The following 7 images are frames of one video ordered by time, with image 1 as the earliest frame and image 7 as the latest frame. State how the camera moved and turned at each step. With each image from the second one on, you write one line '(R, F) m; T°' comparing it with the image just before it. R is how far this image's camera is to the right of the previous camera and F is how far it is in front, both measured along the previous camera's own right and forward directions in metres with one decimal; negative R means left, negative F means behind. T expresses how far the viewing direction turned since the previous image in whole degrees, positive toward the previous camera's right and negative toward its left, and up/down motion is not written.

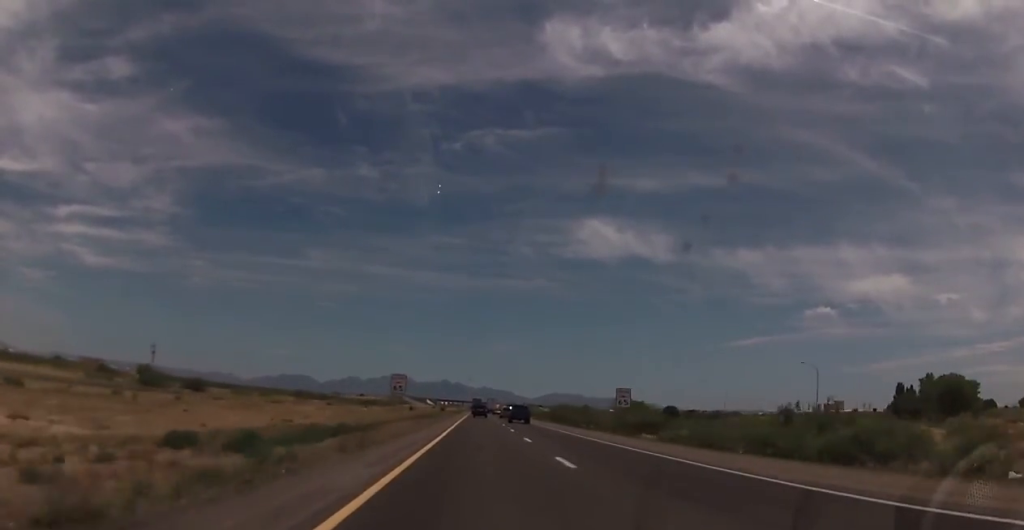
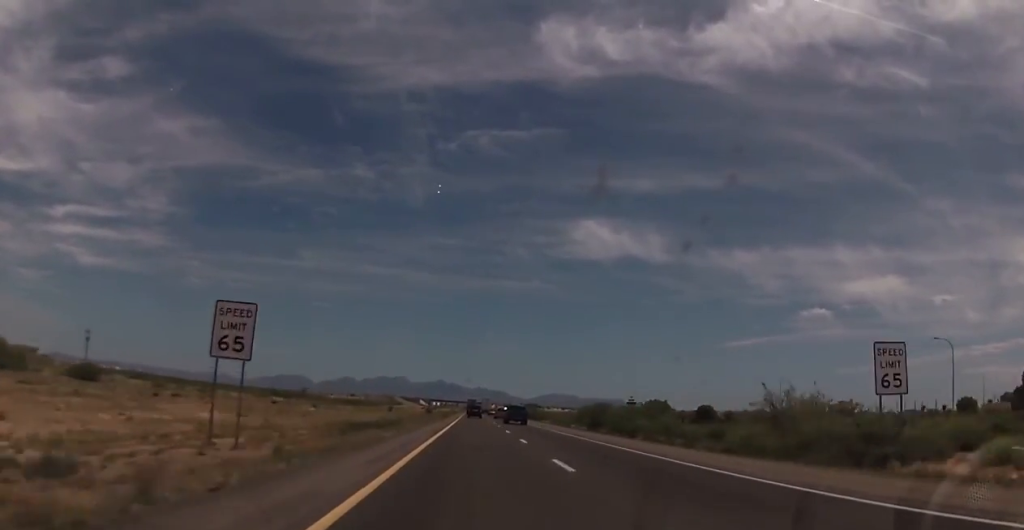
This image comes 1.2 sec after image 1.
(+0.1, +37.3) m; -1°
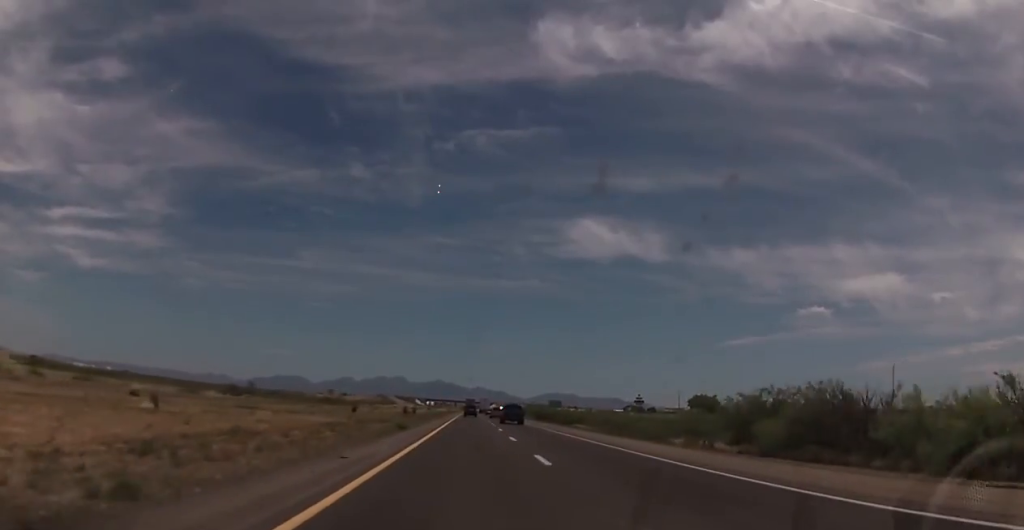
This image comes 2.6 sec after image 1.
(-0.3, +46.9) m; 0°
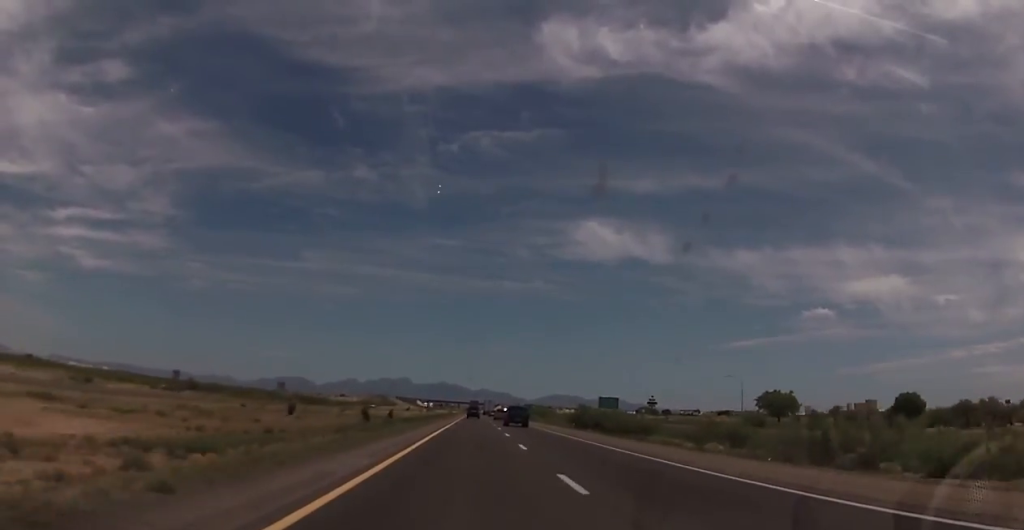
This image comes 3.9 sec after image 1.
(0.0, +41.7) m; 0°
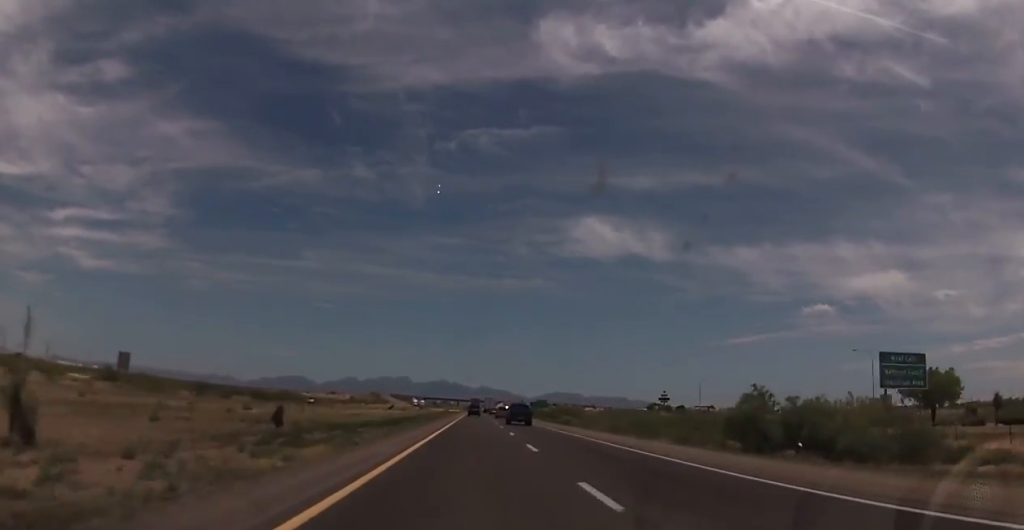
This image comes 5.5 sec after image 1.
(+0.6, +50.2) m; +1°
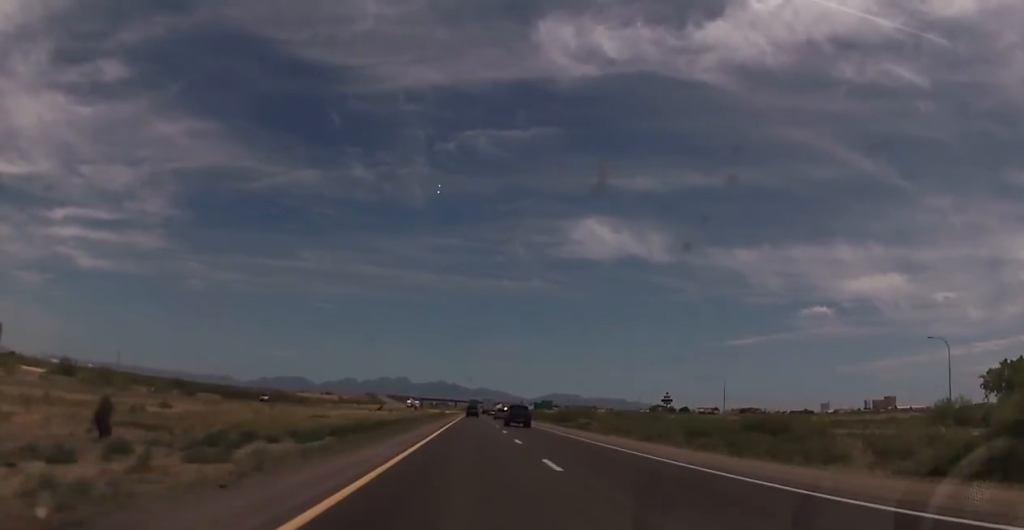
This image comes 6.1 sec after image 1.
(-0.1, +18.2) m; 0°
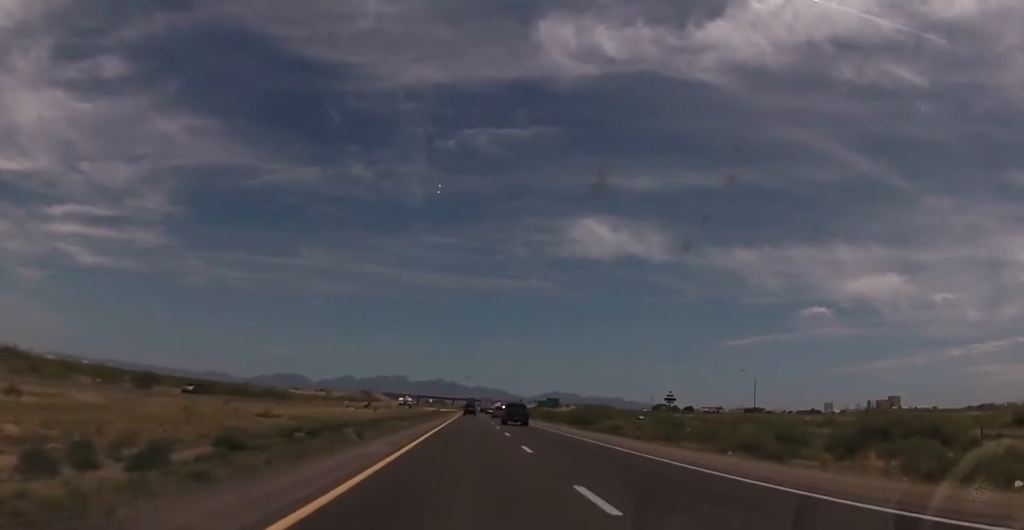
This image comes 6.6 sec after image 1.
(-0.1, +18.2) m; -1°
